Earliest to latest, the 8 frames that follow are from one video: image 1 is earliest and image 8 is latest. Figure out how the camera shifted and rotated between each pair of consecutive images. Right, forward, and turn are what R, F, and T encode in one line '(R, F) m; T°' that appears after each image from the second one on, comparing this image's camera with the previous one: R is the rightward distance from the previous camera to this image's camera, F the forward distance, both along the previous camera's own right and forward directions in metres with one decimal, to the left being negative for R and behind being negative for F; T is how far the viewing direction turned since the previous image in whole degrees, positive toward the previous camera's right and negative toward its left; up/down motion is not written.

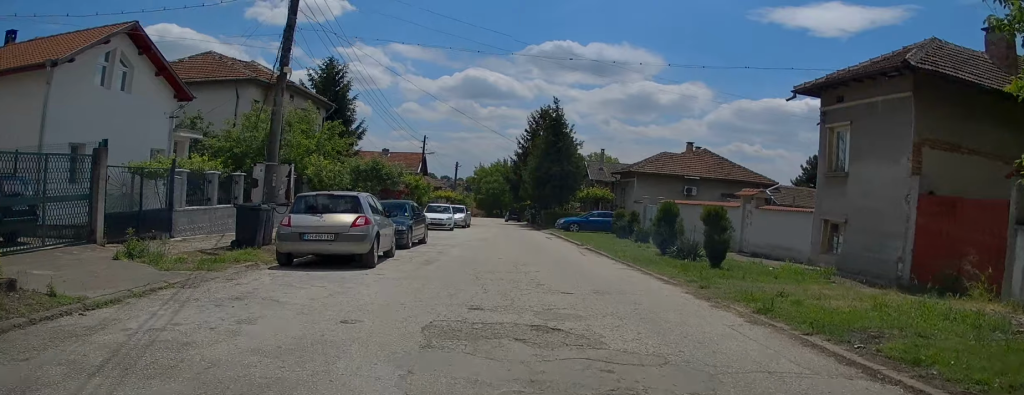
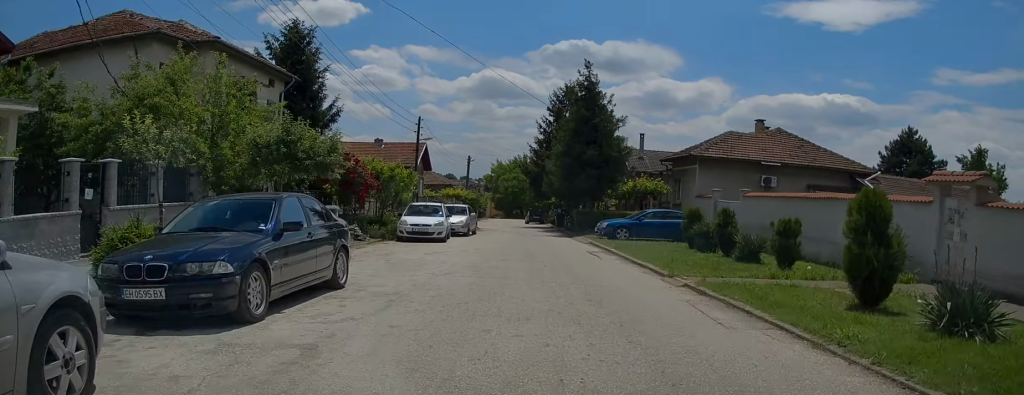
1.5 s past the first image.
(-0.1, +11.1) m; -2°
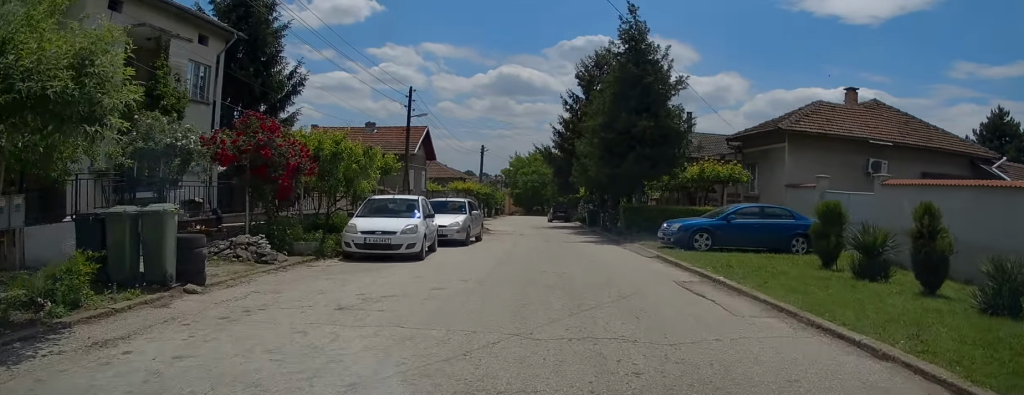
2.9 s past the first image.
(-0.2, +9.1) m; -2°
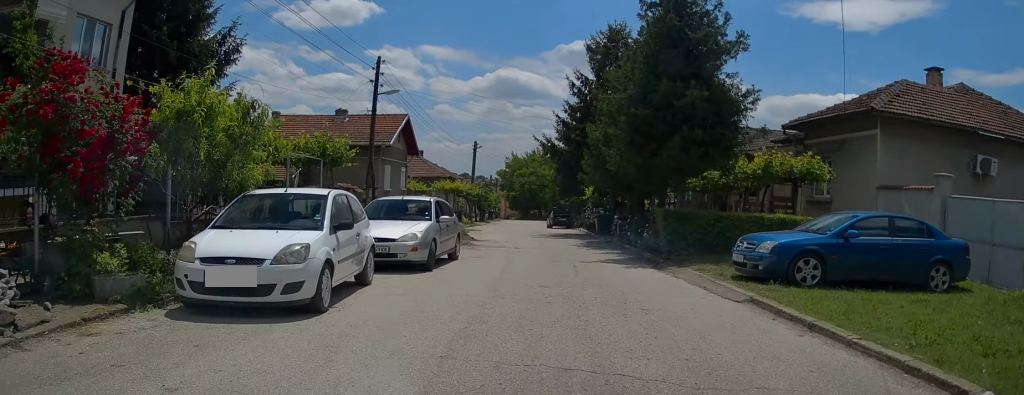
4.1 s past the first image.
(0.0, +6.6) m; -1°
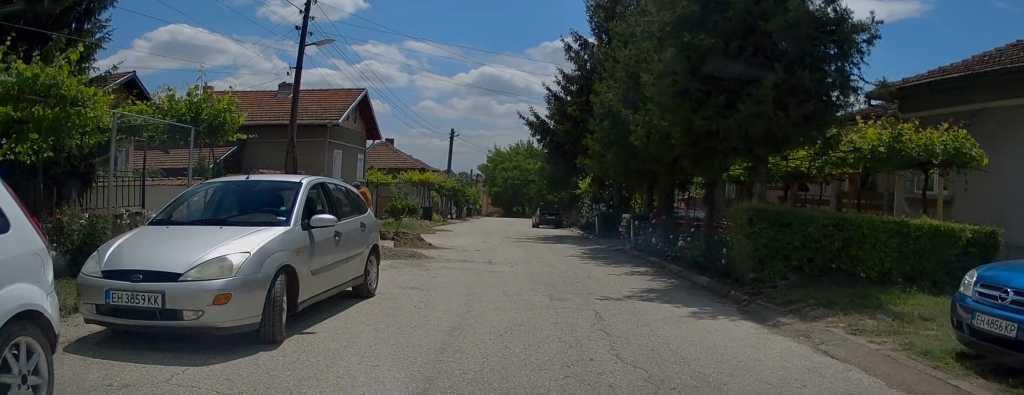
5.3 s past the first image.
(-0.1, +6.4) m; 0°
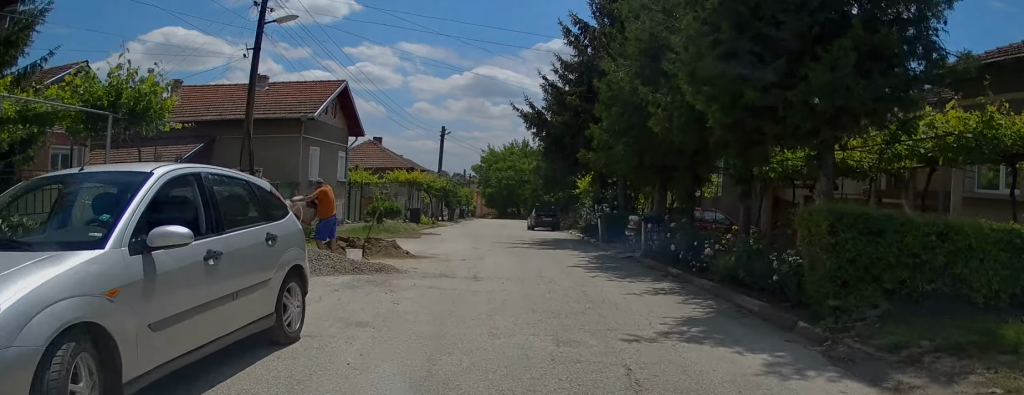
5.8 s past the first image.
(0.0, +2.4) m; +1°
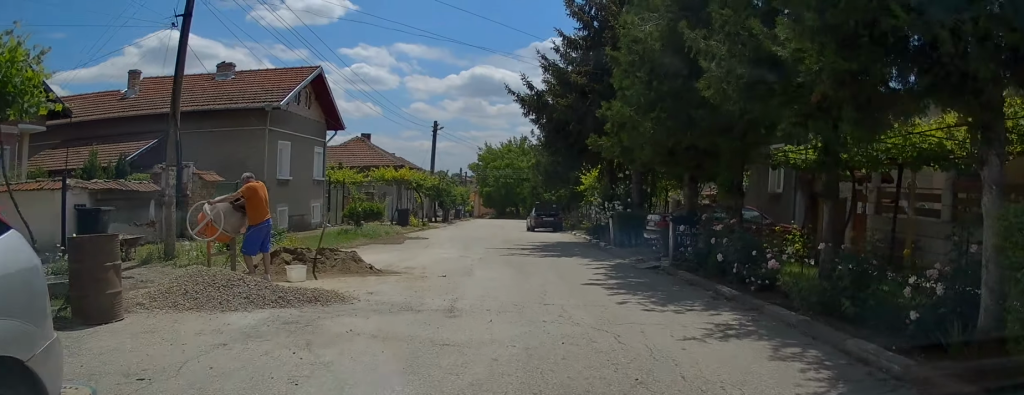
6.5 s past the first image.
(+0.1, +3.1) m; +1°
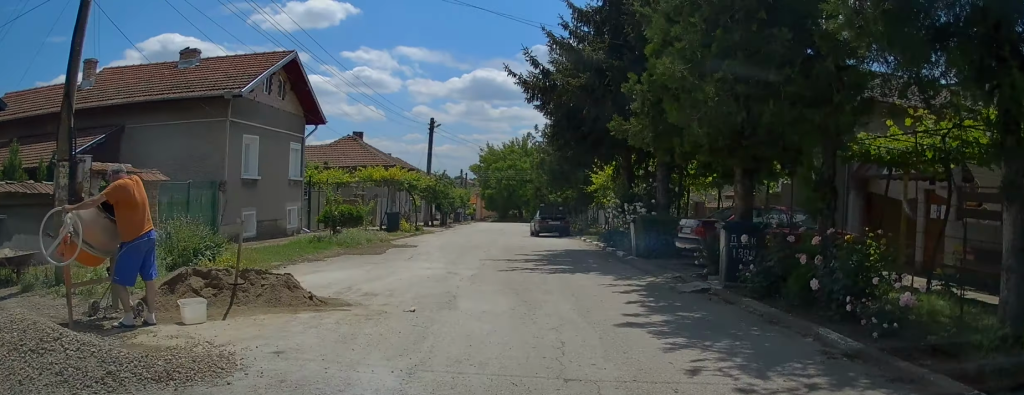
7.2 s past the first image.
(0.0, +3.0) m; -1°
